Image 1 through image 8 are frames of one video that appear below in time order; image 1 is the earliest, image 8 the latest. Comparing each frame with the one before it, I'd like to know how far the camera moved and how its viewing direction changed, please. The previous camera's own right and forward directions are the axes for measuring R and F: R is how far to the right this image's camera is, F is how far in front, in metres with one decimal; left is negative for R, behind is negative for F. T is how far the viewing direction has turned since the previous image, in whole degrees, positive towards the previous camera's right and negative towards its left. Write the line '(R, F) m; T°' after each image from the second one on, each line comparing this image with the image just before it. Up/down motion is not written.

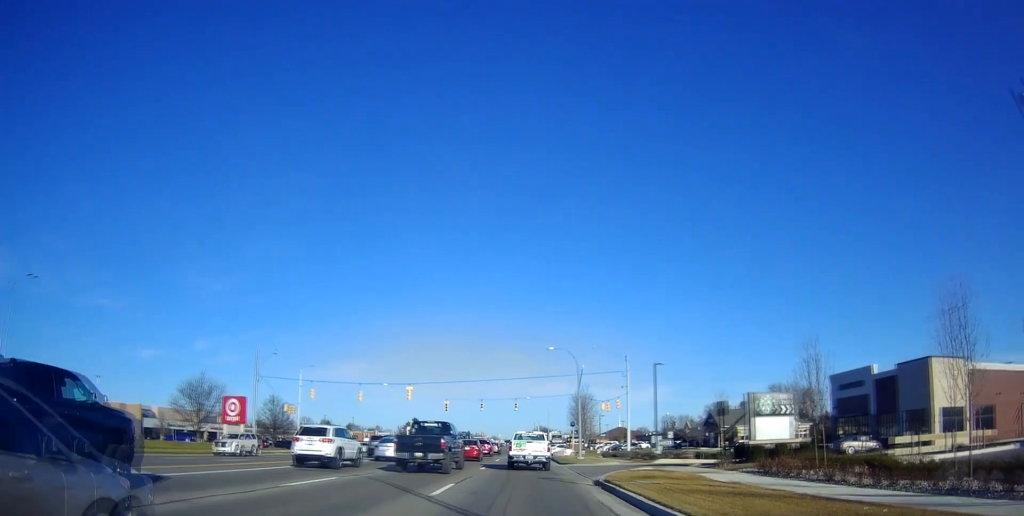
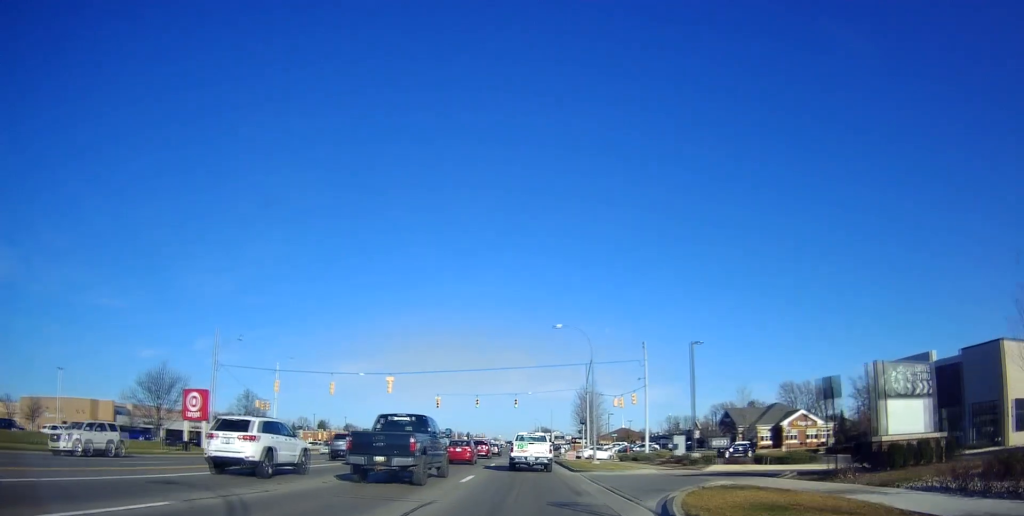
(+0.1, +10.5) m; -1°
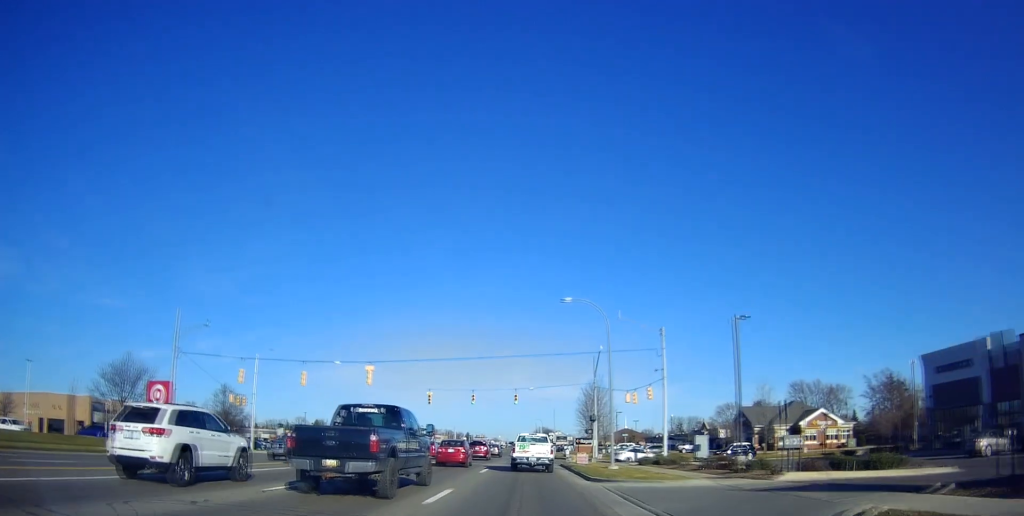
(-0.3, +7.9) m; 0°
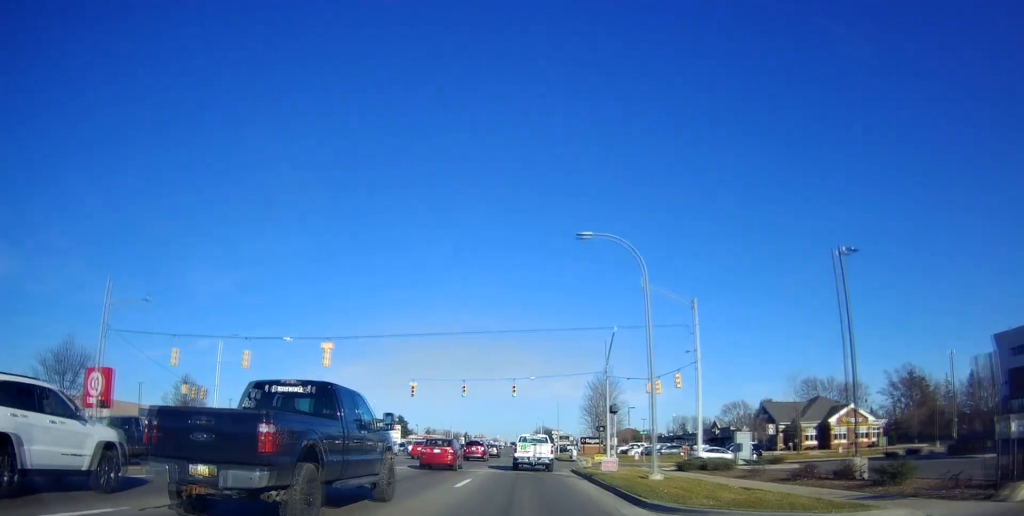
(-0.2, +10.8) m; 0°
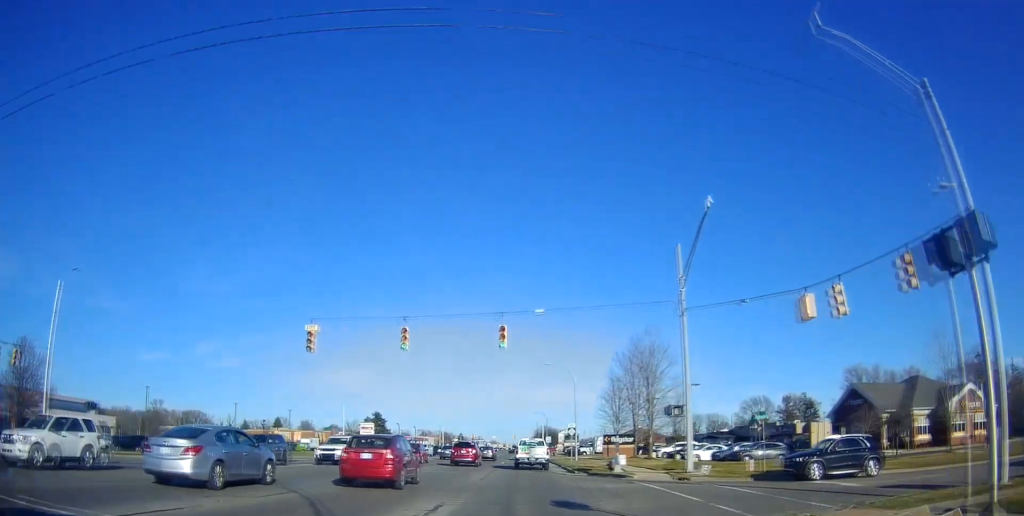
(+0.8, +27.8) m; +1°
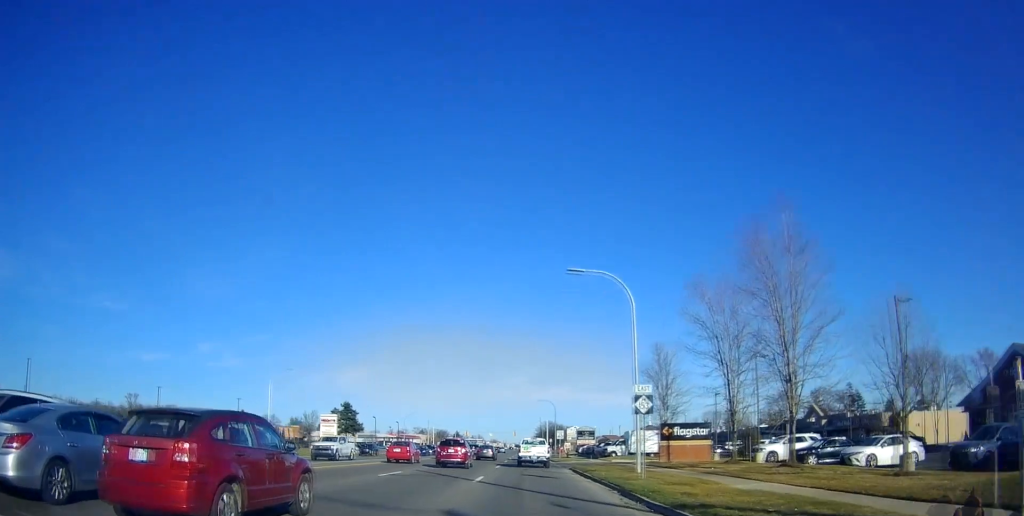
(-0.8, +25.2) m; -2°
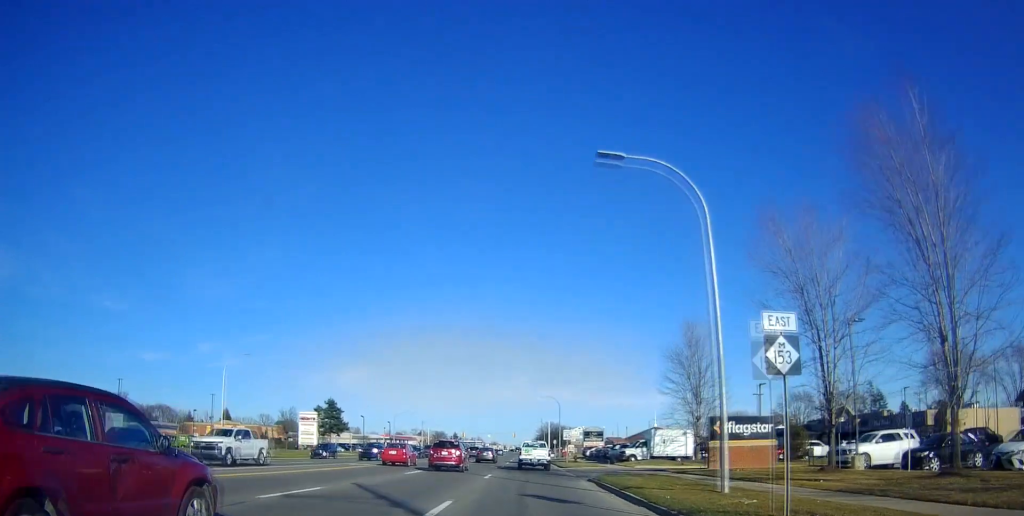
(+0.2, +10.0) m; 0°
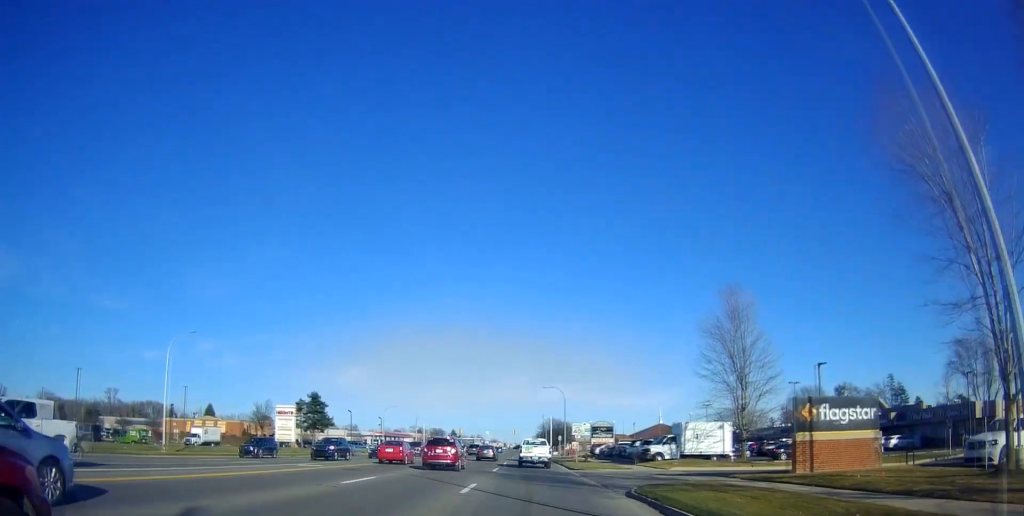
(+0.2, +9.1) m; 0°
